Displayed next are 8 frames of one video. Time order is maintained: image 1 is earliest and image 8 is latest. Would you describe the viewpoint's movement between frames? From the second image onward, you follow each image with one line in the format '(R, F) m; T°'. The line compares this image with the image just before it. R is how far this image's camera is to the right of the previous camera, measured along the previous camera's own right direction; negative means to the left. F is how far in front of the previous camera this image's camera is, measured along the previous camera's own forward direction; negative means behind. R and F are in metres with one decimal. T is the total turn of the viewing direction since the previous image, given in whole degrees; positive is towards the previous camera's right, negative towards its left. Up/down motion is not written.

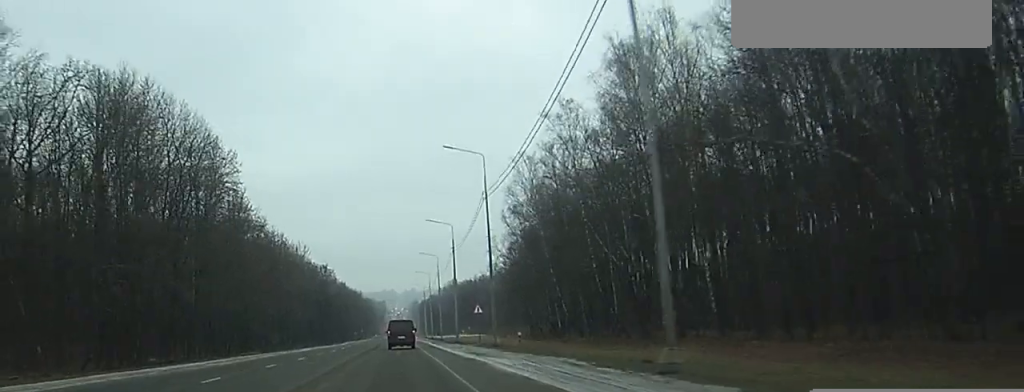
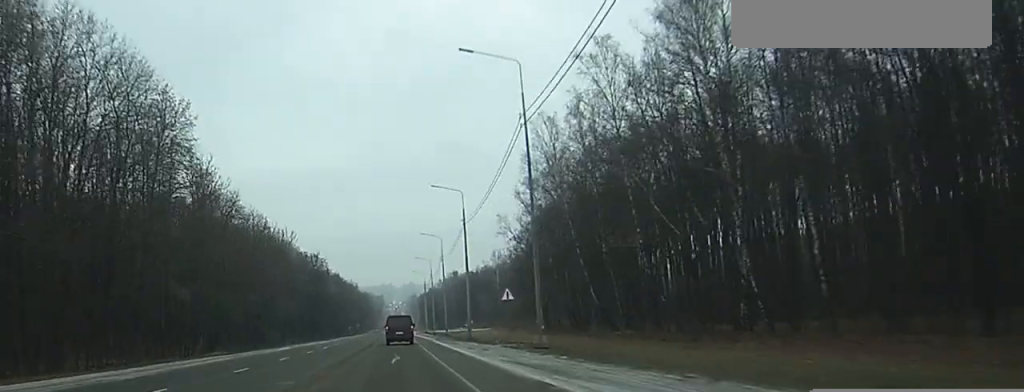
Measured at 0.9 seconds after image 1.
(+0.1, +18.6) m; 0°
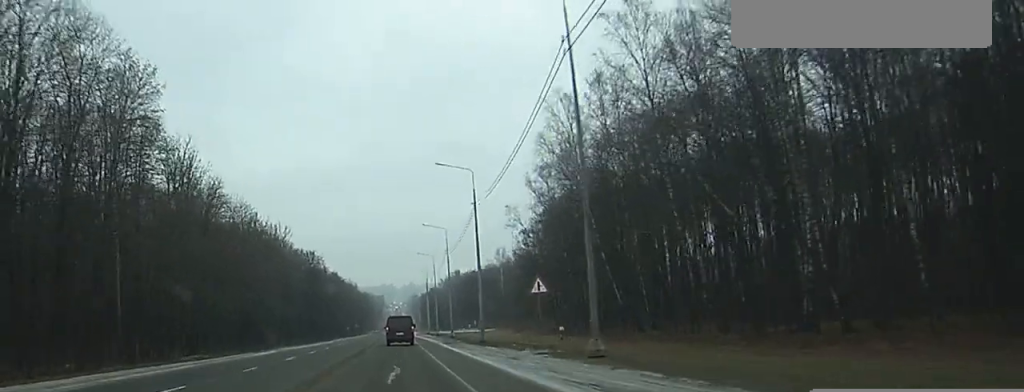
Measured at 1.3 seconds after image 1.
(0.0, +10.0) m; 0°
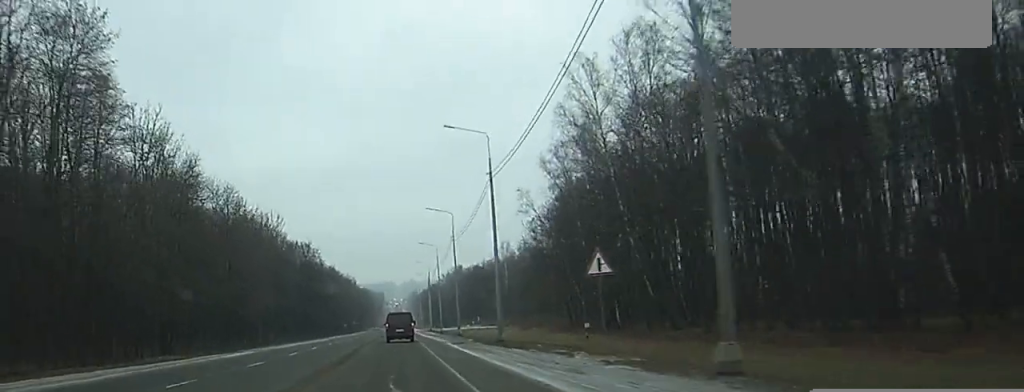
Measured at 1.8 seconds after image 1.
(0.0, +10.7) m; 0°
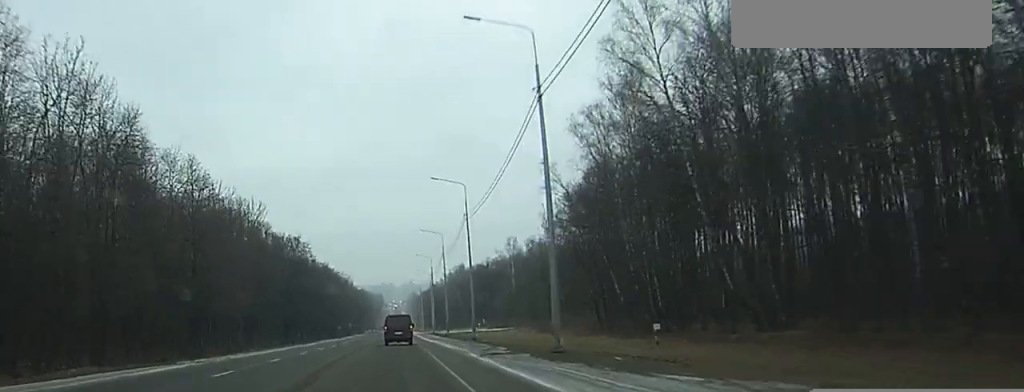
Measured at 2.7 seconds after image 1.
(0.0, +18.5) m; 0°
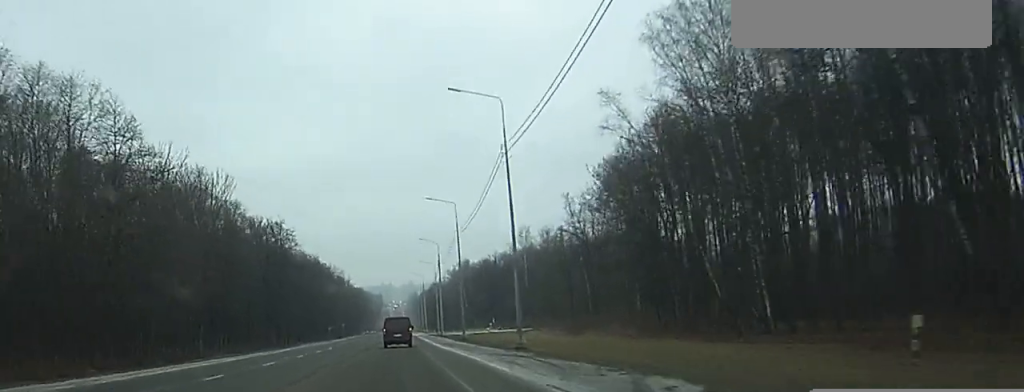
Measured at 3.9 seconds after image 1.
(0.0, +25.6) m; 0°
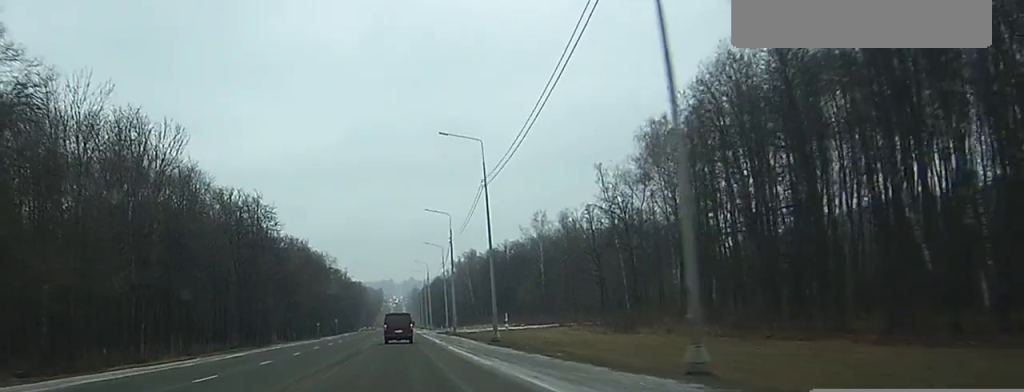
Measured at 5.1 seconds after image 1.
(0.0, +24.9) m; 0°
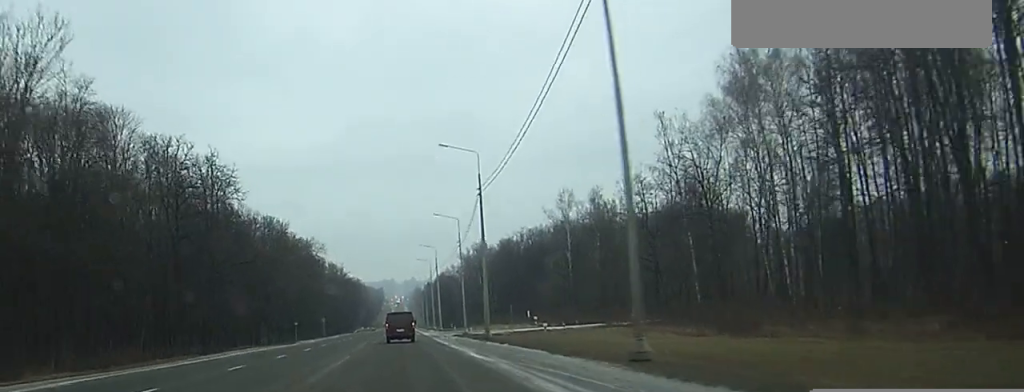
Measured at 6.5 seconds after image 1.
(0.0, +31.1) m; 0°
